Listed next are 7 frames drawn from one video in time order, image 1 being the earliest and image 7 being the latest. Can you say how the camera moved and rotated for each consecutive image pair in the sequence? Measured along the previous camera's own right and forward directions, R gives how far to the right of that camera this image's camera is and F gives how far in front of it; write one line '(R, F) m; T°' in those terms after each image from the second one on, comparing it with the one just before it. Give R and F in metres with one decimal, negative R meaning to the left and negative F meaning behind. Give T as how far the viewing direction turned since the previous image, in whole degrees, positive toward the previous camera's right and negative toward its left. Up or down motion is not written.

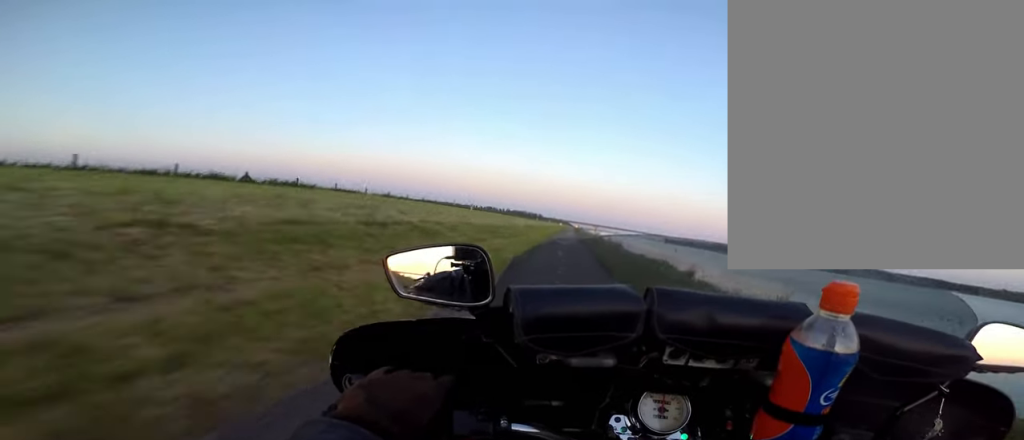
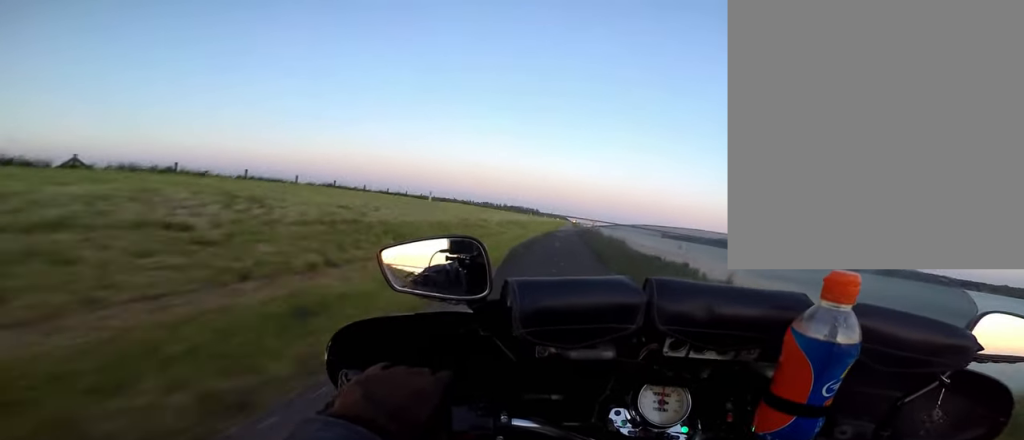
(+0.1, +7.7) m; +1°
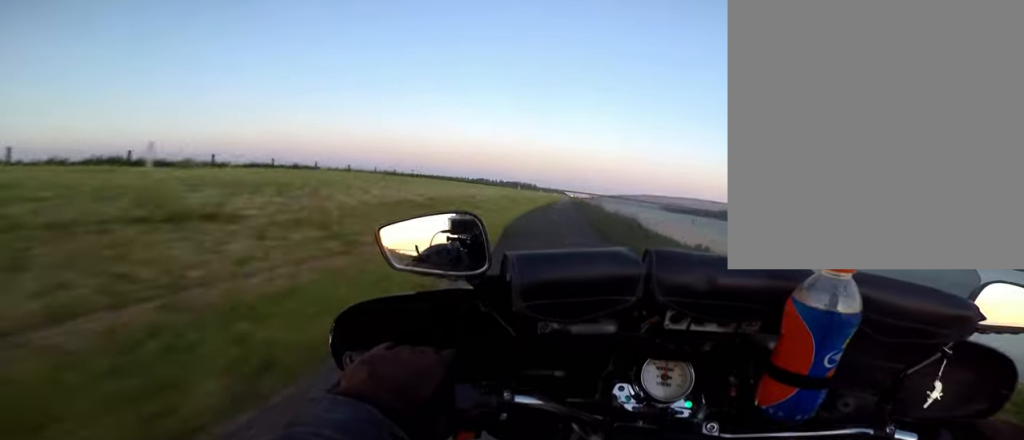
(+0.4, +13.3) m; +1°
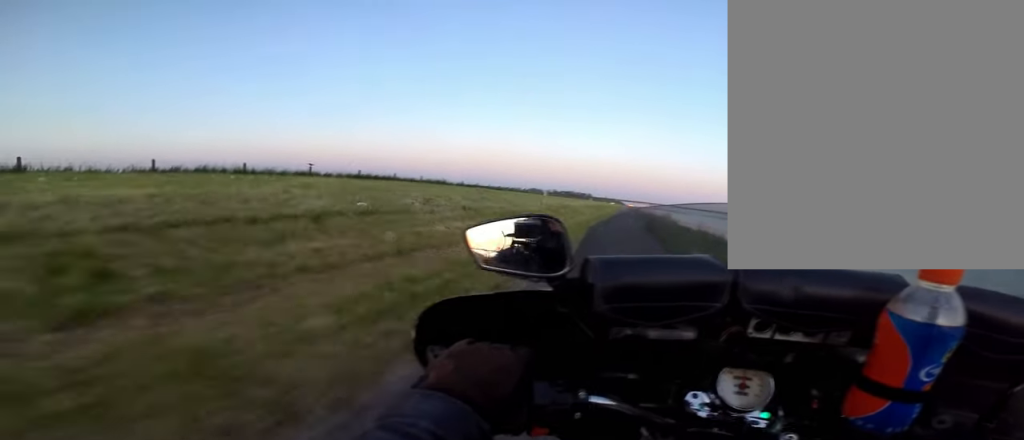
(-0.5, +22.4) m; -3°
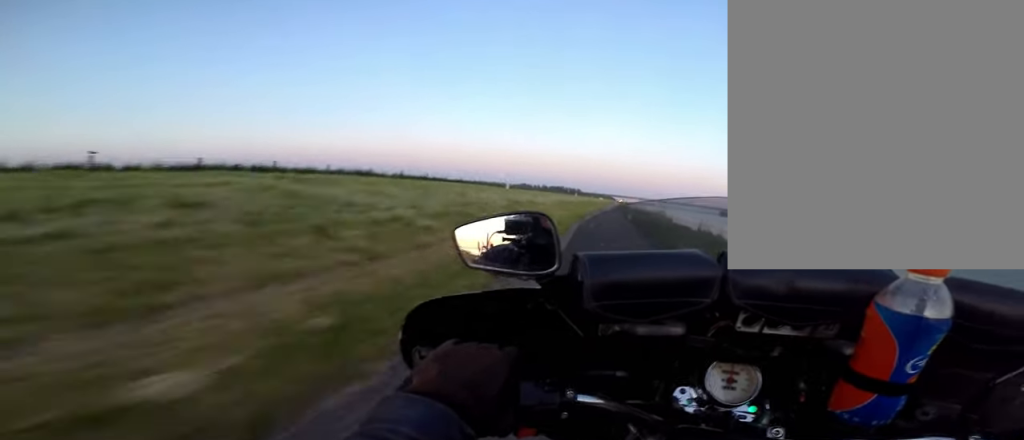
(-0.1, +9.8) m; -1°
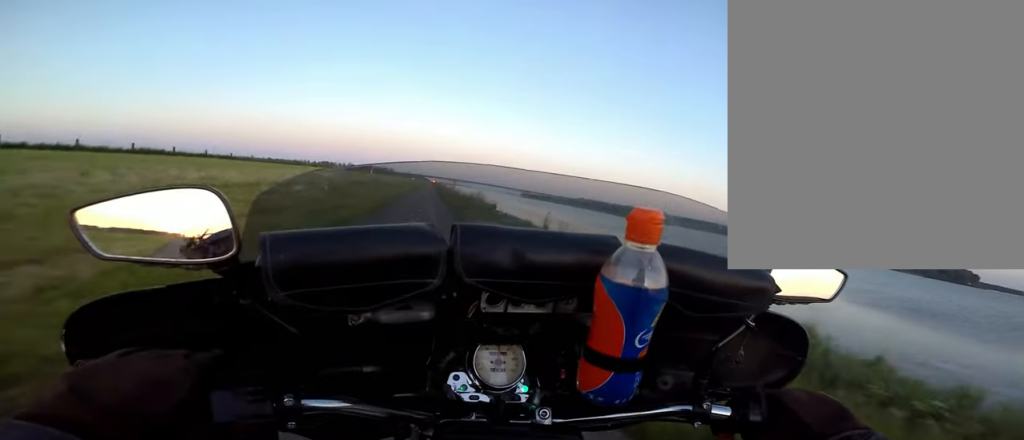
(0.0, +19.7) m; +1°
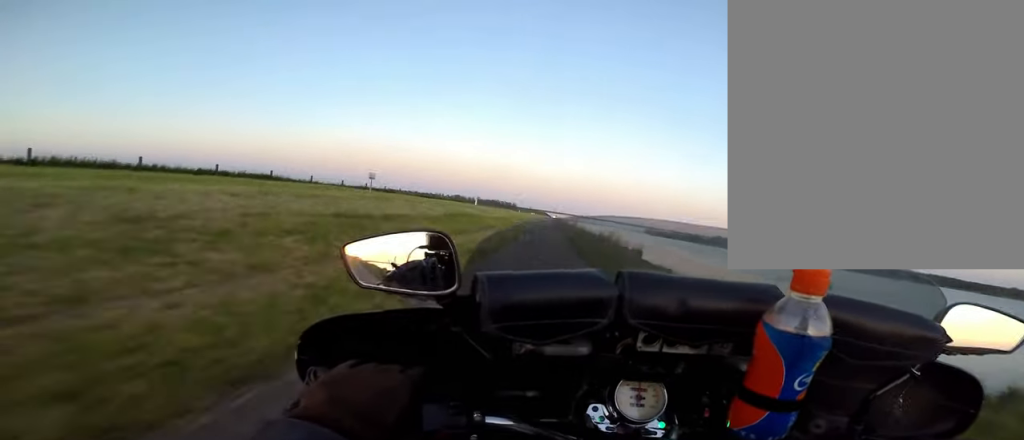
(+0.2, +15.6) m; +1°
